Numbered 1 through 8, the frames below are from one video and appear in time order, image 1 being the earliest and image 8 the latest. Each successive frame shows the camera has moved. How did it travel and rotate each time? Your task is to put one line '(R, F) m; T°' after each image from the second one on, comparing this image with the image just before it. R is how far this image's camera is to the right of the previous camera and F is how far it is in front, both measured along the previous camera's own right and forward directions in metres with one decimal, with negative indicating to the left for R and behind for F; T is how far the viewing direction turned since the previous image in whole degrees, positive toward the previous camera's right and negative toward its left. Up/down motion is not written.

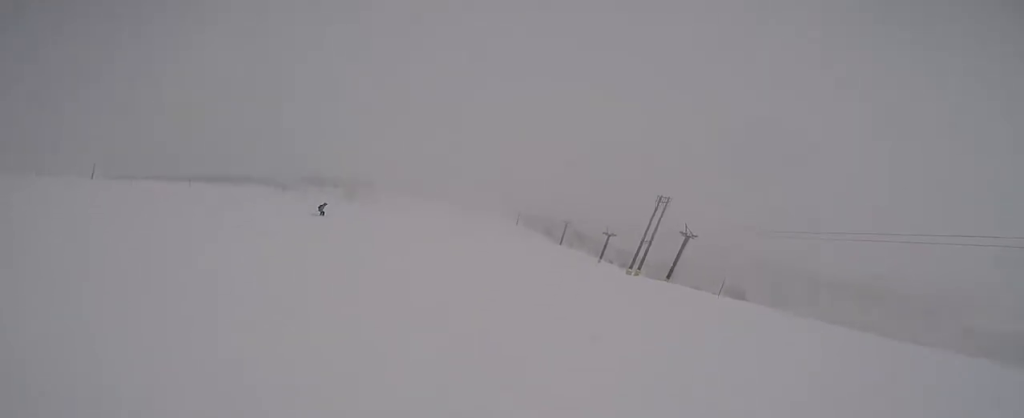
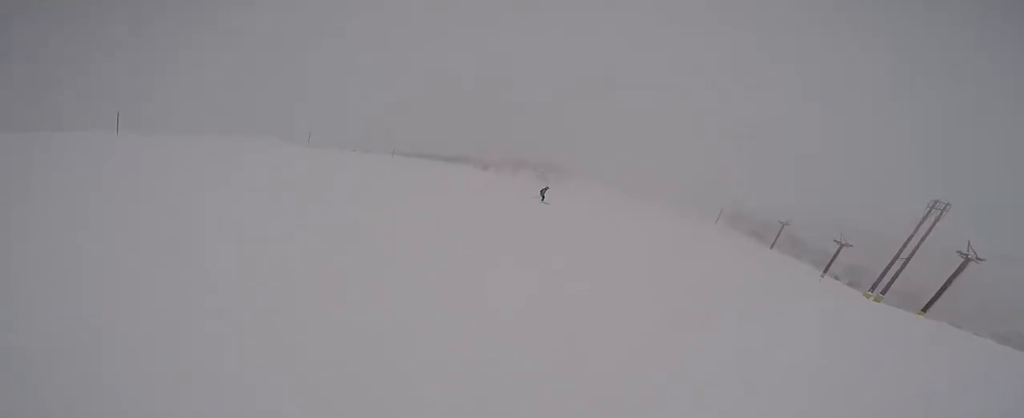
(-0.6, +3.3) m; -32°
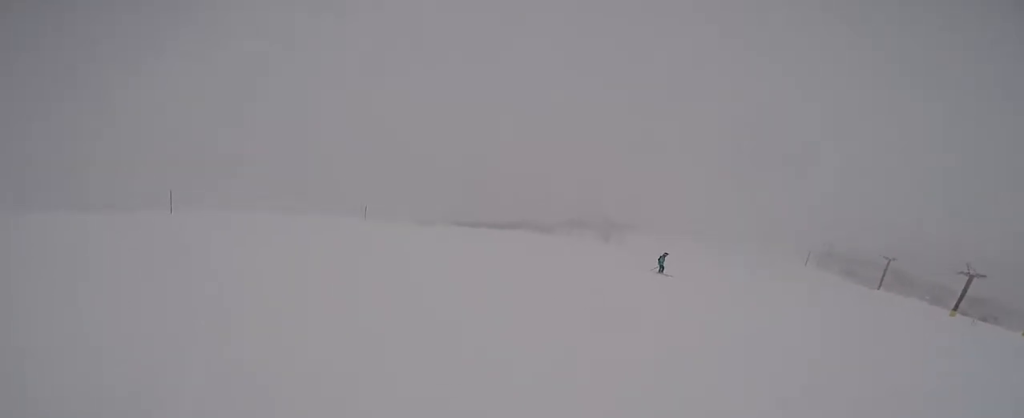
(-0.7, +2.6) m; -31°
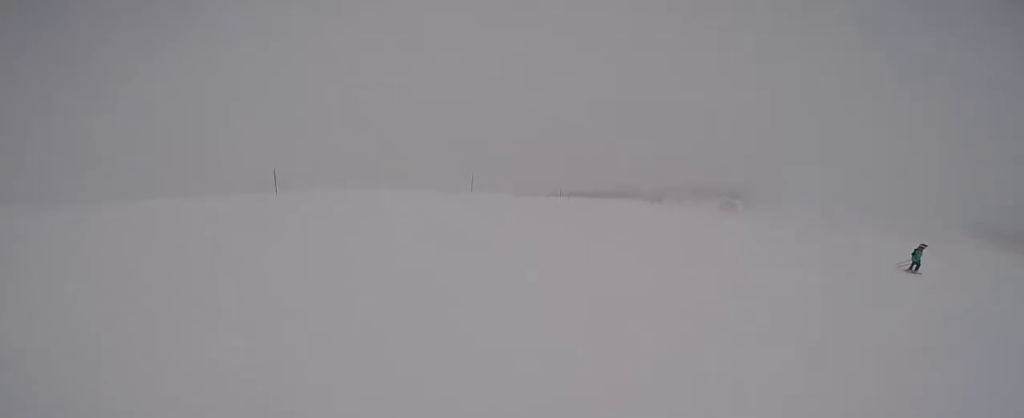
(-1.2, +3.3) m; -16°
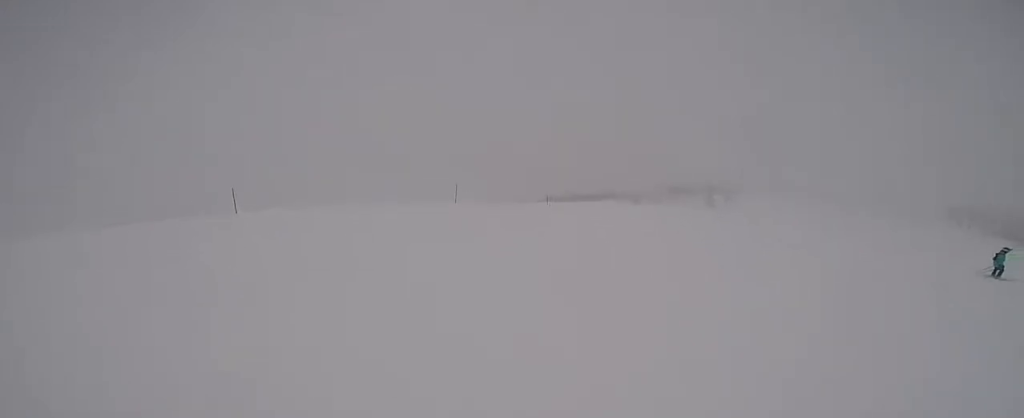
(-0.1, +3.1) m; +21°
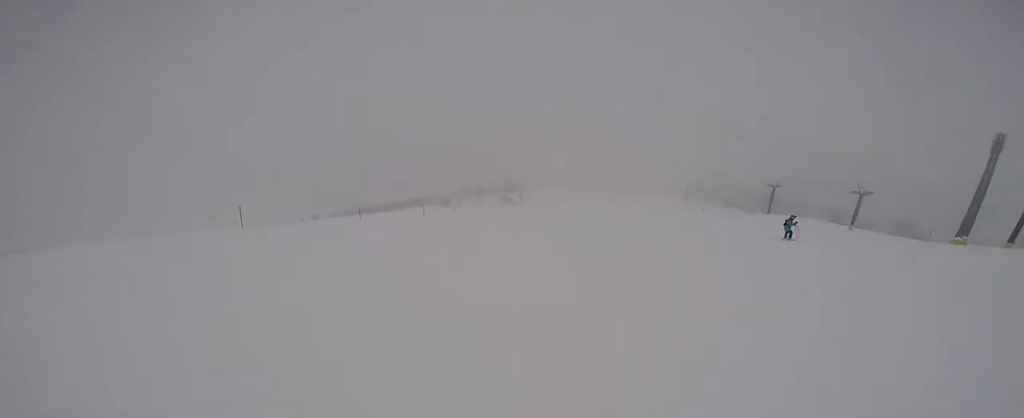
(+1.1, +2.8) m; +23°
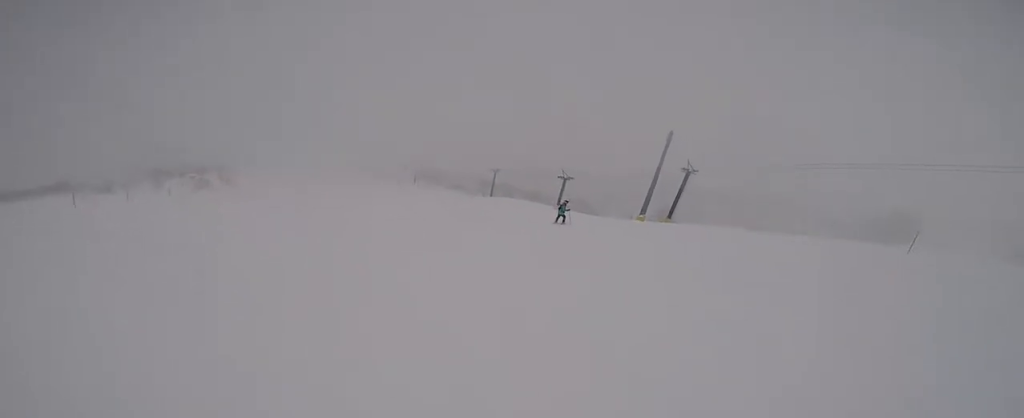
(+1.2, +4.9) m; +28°
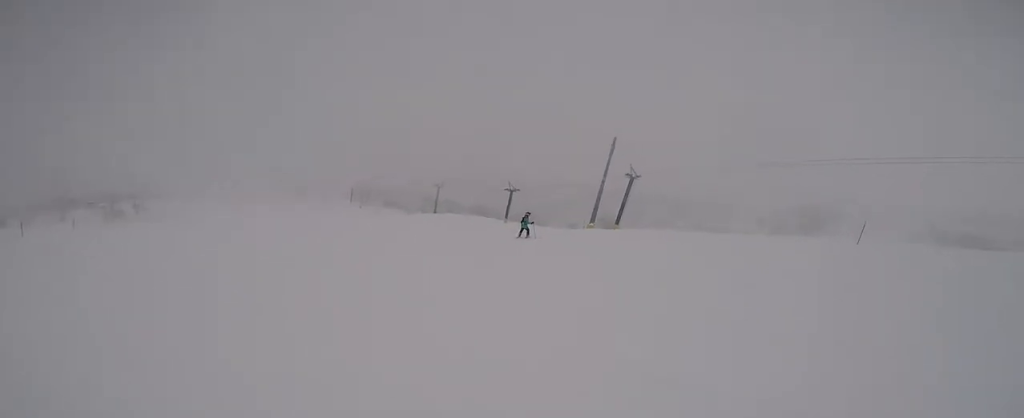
(+0.3, +1.7) m; +8°
